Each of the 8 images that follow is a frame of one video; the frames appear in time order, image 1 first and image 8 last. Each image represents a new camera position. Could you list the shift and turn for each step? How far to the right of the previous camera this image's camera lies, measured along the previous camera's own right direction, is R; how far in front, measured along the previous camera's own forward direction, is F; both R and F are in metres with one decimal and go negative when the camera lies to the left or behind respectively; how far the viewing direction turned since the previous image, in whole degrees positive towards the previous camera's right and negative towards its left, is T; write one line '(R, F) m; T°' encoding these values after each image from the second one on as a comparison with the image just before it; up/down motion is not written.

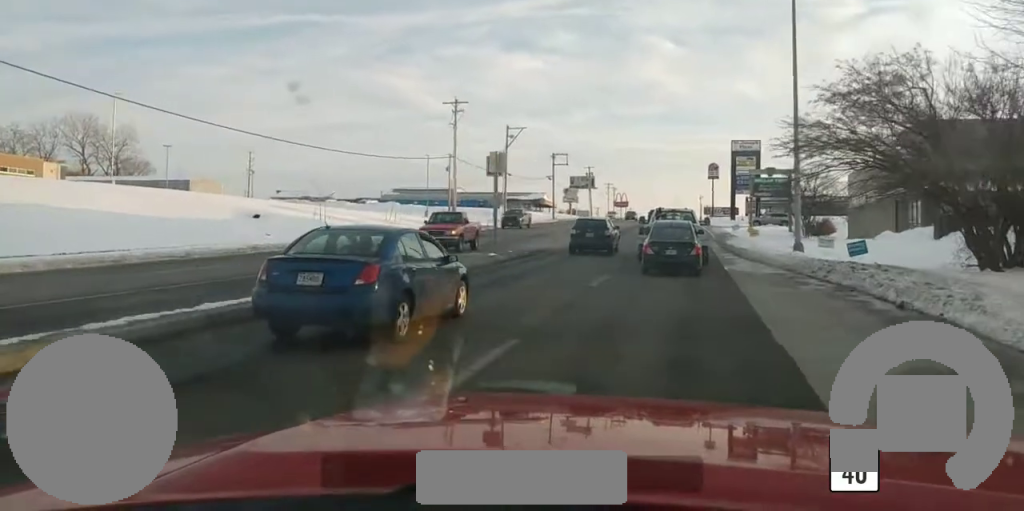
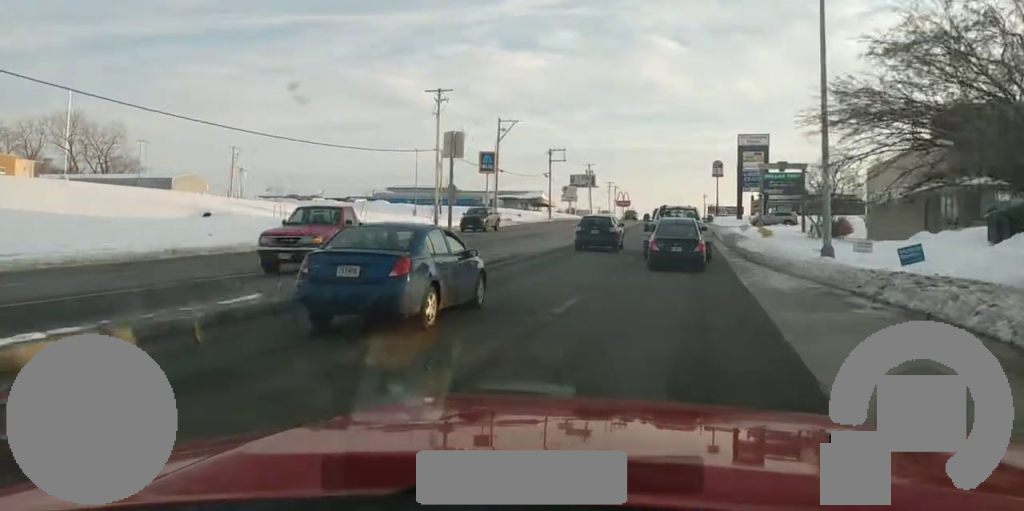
(0.0, +5.8) m; +1°
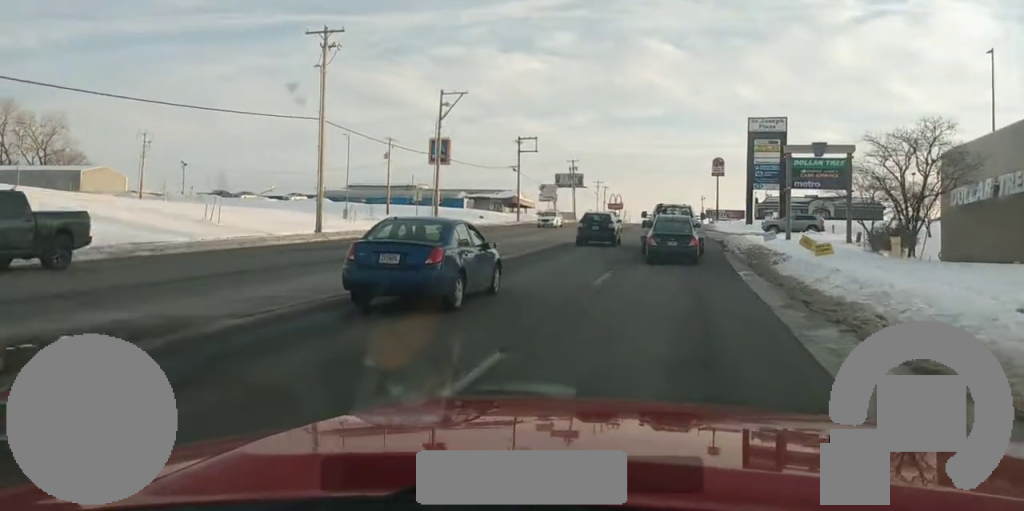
(+0.3, +19.8) m; 0°
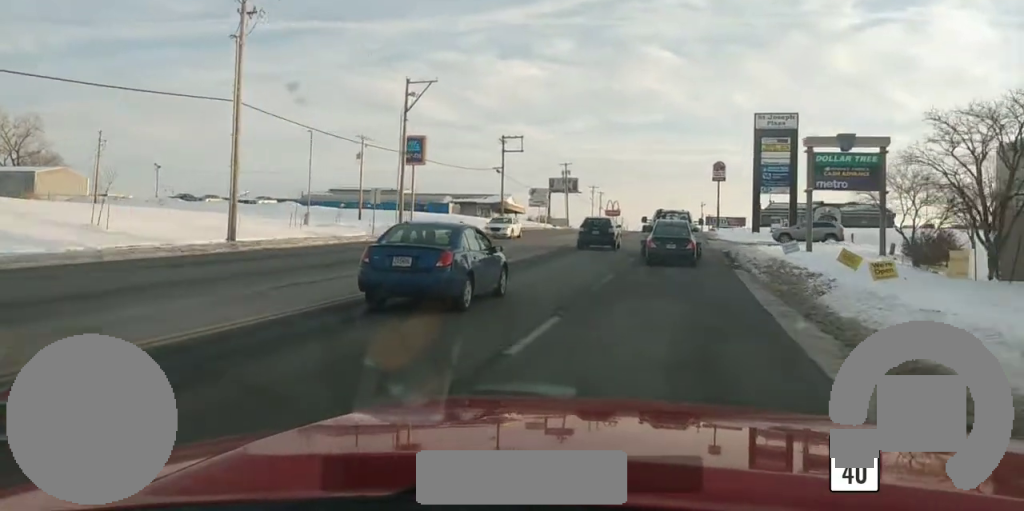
(-0.3, +8.3) m; -1°
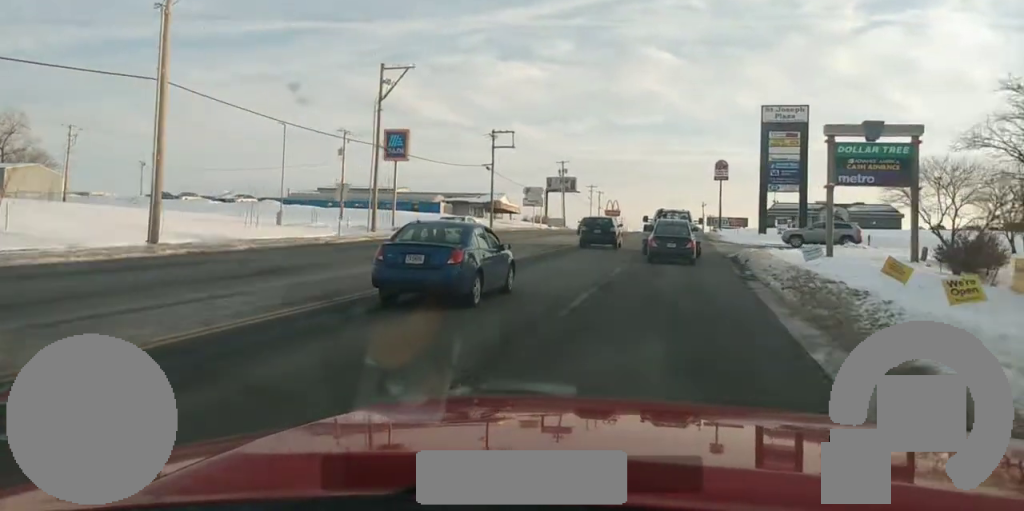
(0.0, +5.5) m; -1°
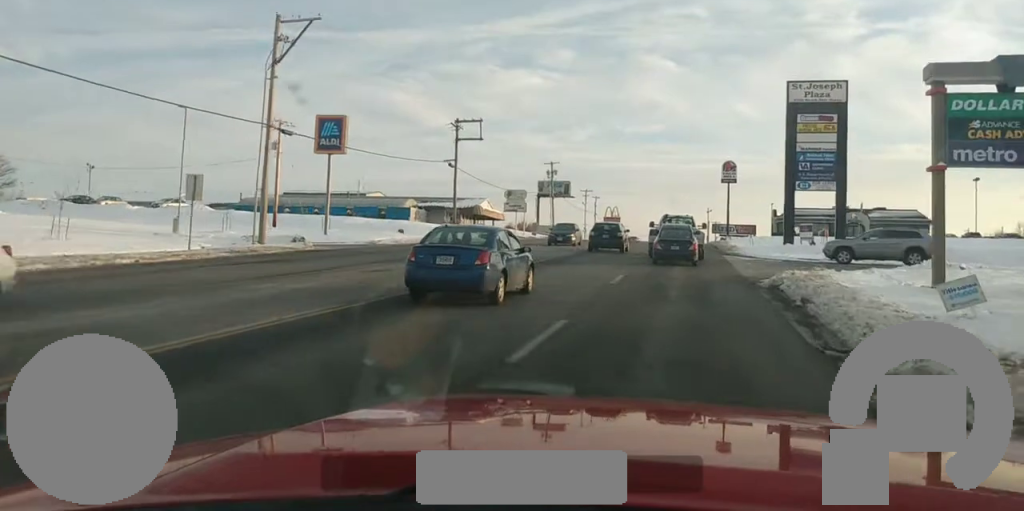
(-0.1, +14.5) m; -1°
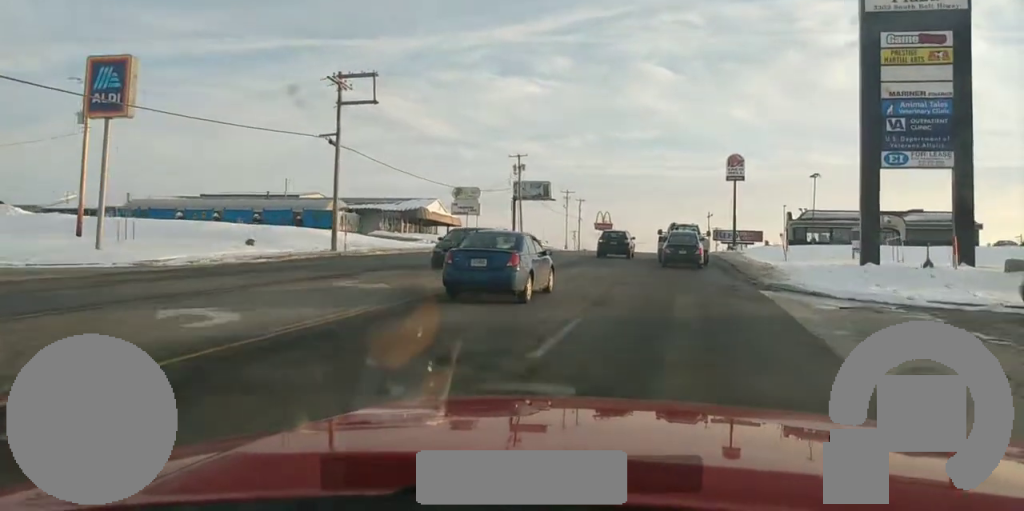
(+0.6, +23.3) m; +2°
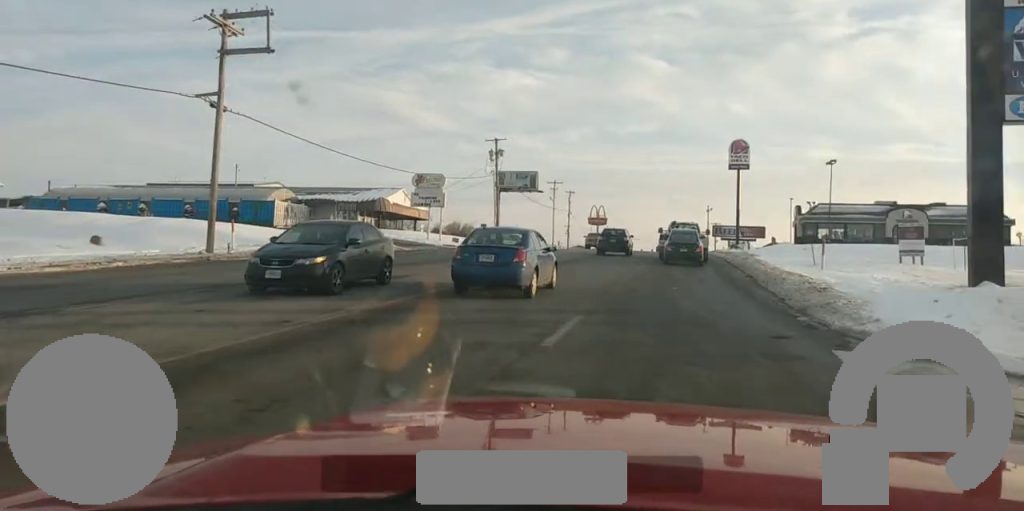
(-0.3, +11.2) m; -1°
